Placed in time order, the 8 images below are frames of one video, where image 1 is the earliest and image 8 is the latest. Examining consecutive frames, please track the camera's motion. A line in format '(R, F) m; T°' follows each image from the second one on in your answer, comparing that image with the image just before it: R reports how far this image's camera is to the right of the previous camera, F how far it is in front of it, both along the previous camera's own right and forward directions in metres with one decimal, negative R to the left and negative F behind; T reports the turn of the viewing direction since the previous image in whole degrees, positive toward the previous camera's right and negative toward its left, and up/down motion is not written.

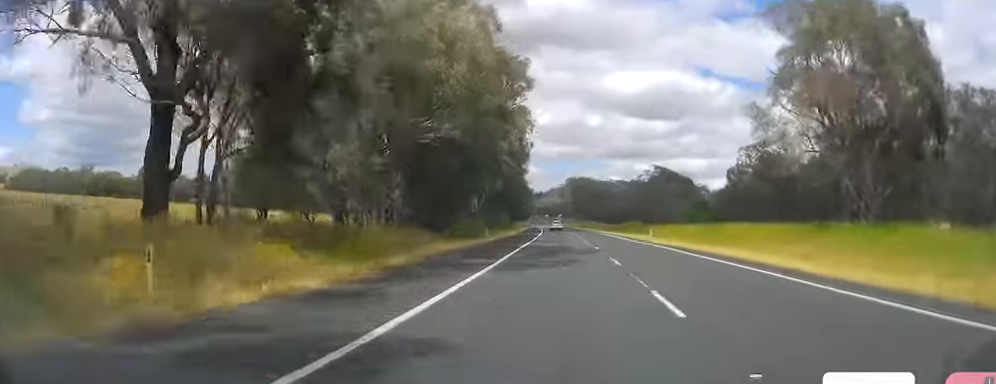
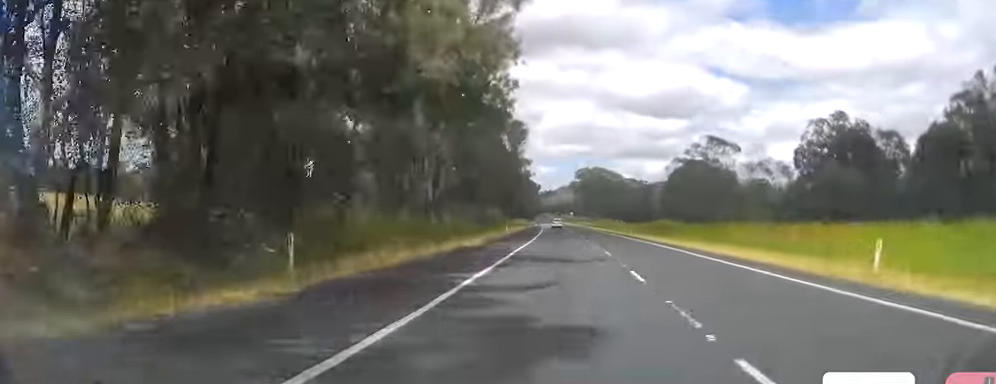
(-0.4, +42.2) m; -1°
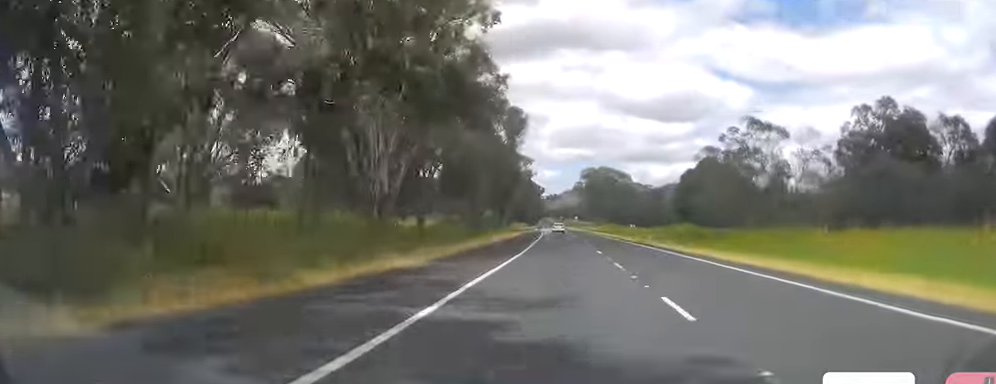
(-0.6, +17.7) m; 0°
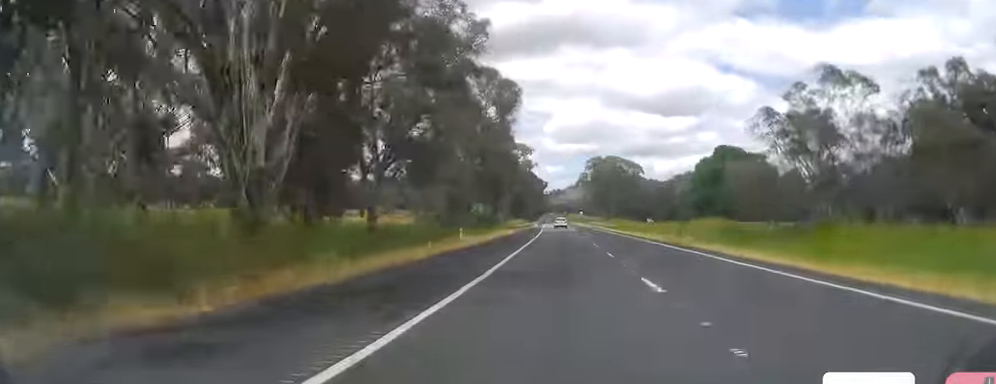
(+0.7, +20.6) m; 0°
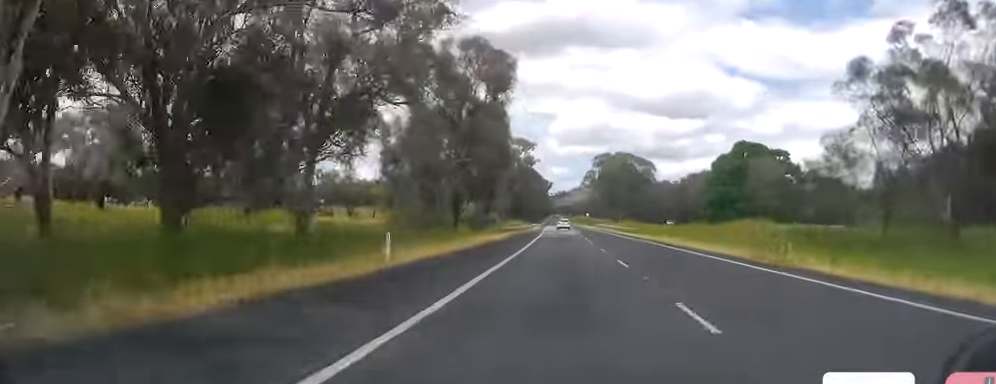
(0.0, +16.6) m; 0°
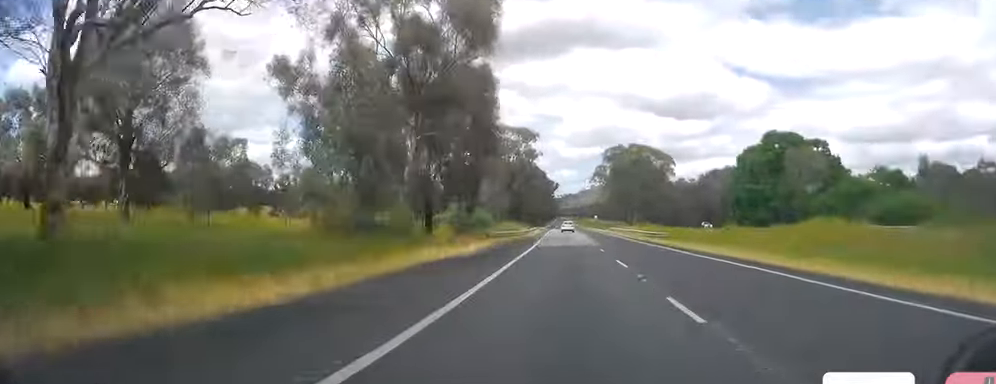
(-0.6, +22.5) m; -1°
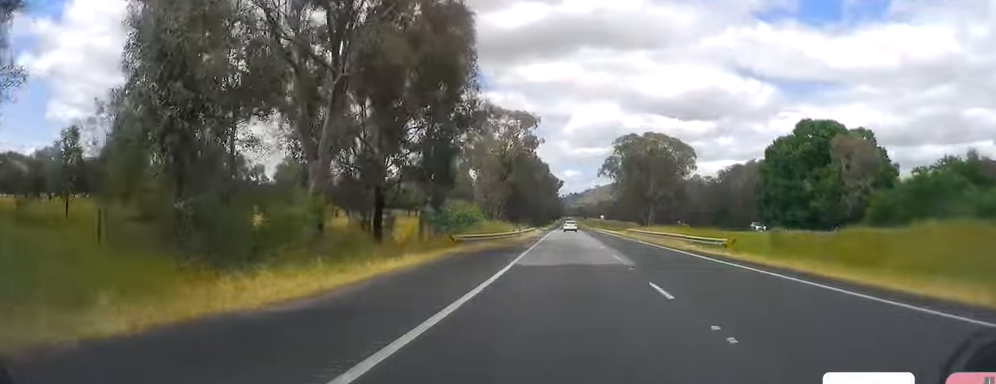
(+0.2, +20.5) m; +1°
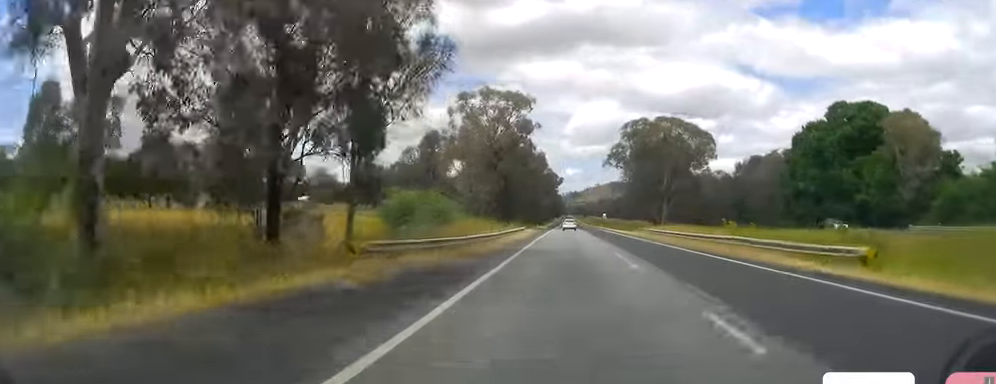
(+0.1, +18.6) m; 0°
